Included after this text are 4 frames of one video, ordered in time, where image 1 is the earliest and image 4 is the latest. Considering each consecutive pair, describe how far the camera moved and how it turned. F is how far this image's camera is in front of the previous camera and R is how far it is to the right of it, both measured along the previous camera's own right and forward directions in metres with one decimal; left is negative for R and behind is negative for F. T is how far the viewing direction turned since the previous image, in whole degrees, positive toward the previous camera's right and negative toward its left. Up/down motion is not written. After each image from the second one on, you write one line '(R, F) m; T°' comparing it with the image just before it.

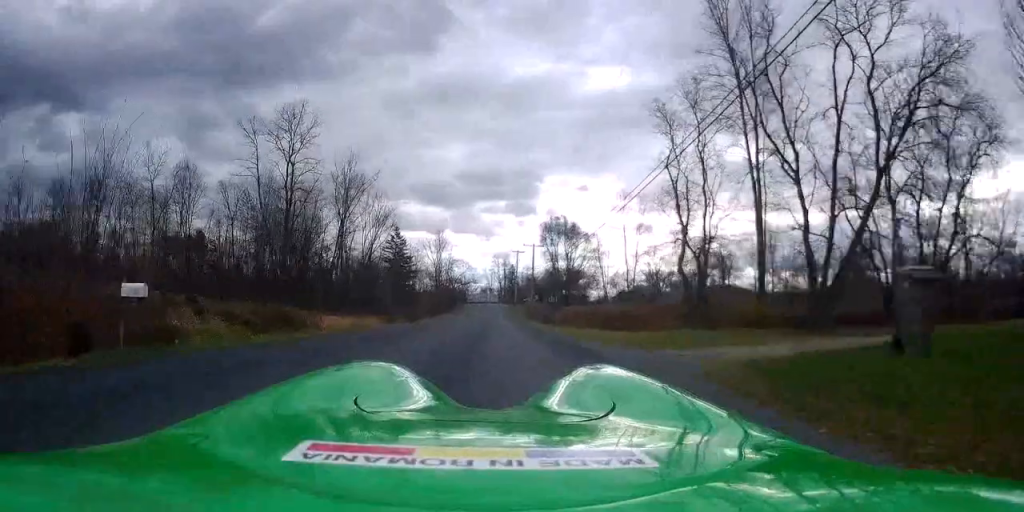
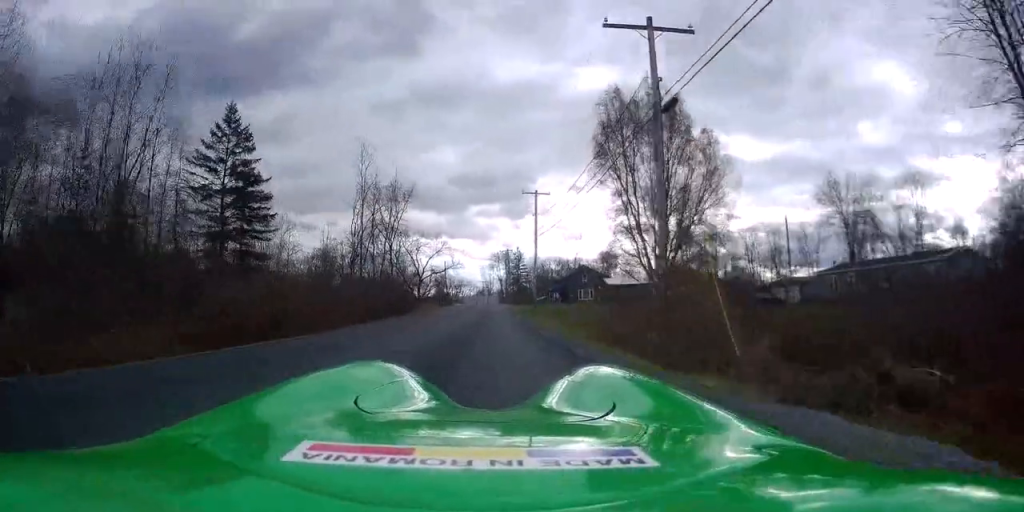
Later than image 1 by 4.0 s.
(+0.1, +55.0) m; +1°
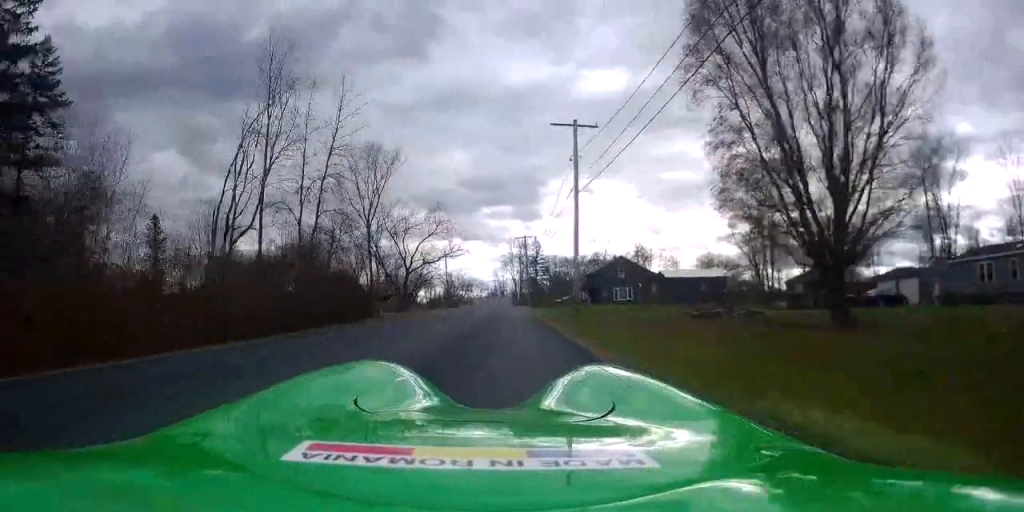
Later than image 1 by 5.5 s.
(+0.4, +20.1) m; -2°
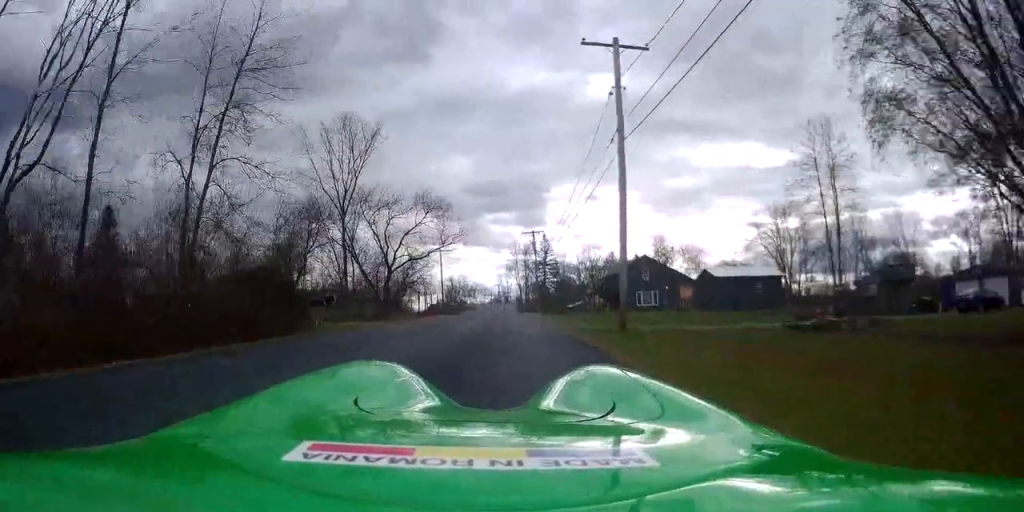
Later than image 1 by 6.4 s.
(-0.3, +10.8) m; -5°
